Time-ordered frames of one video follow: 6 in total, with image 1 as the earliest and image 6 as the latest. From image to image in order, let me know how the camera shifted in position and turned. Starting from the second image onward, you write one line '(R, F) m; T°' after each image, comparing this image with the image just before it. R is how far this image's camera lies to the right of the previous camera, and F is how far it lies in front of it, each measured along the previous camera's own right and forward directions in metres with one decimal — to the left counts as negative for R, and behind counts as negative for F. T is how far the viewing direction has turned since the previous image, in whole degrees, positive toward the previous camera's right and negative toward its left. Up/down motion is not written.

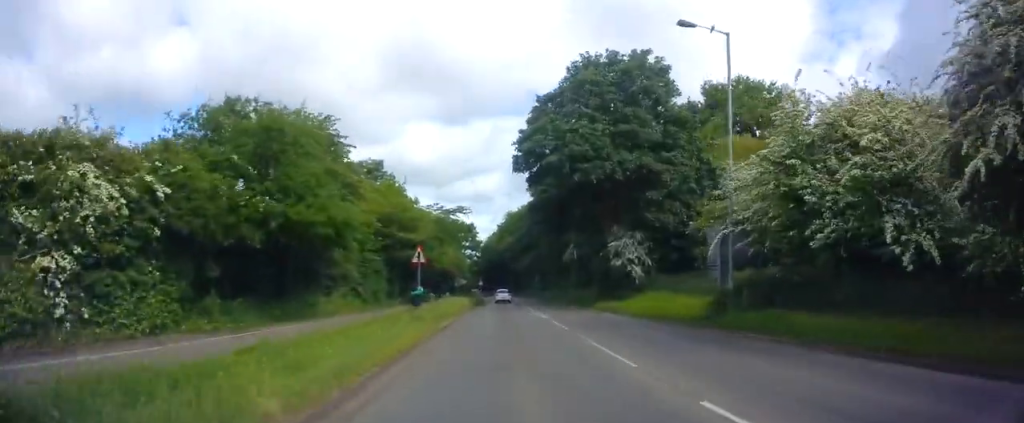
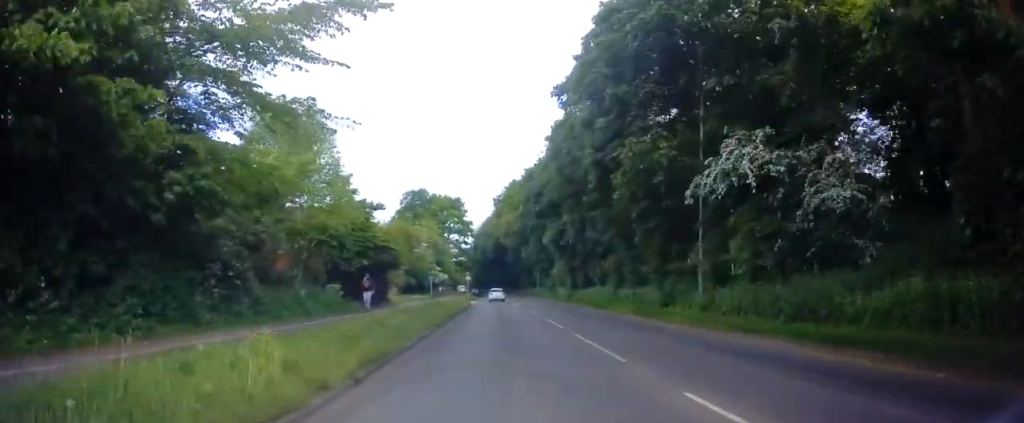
(+0.7, +36.4) m; +1°
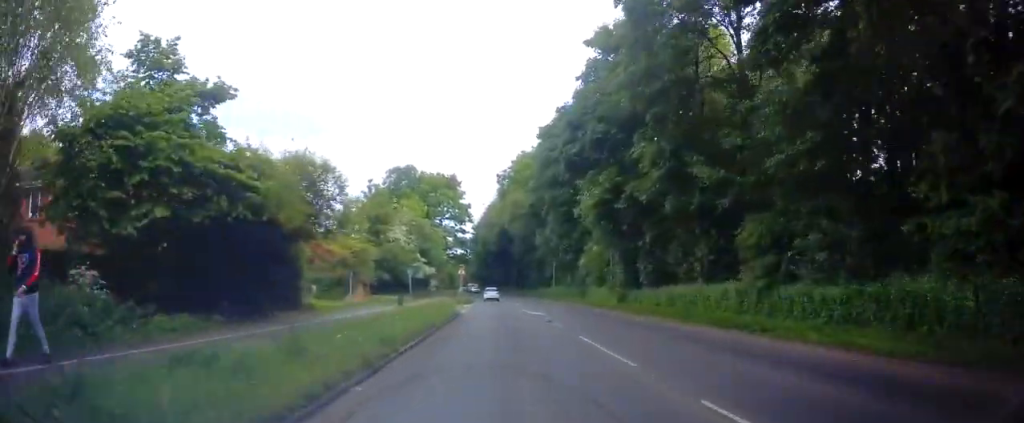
(-0.3, +19.0) m; -1°
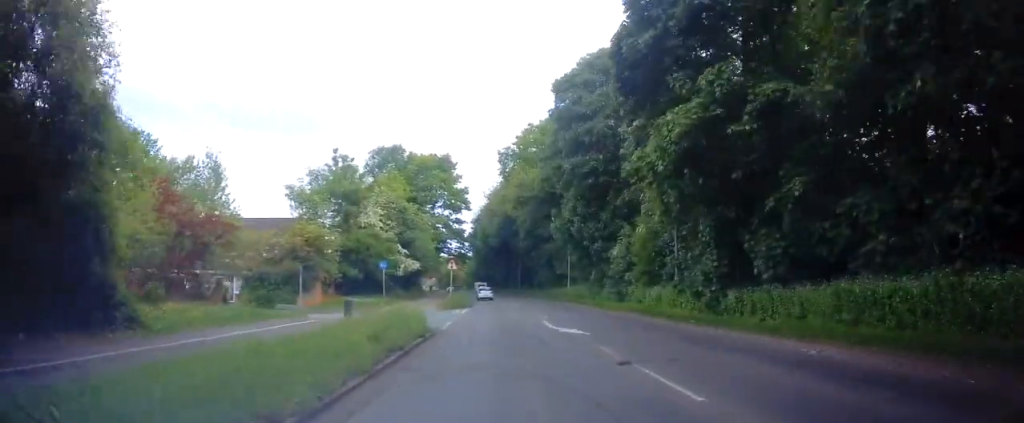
(-0.1, +12.3) m; -1°
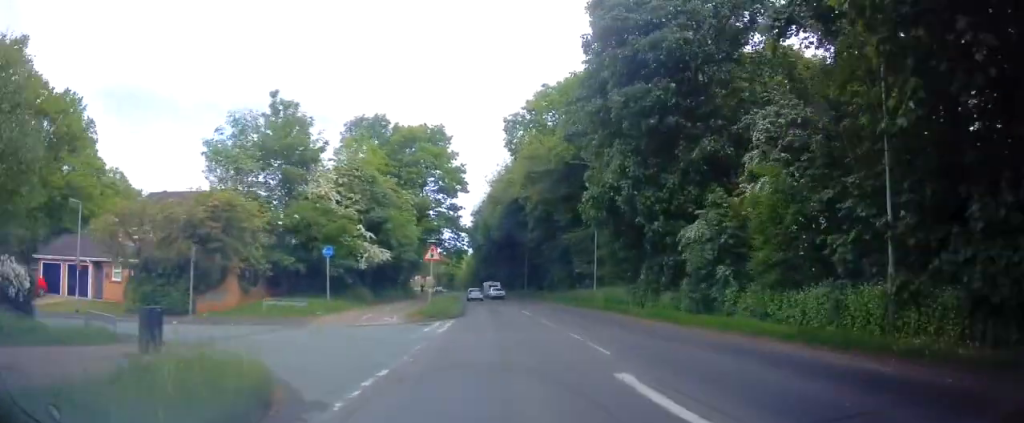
(-0.2, +13.1) m; 0°
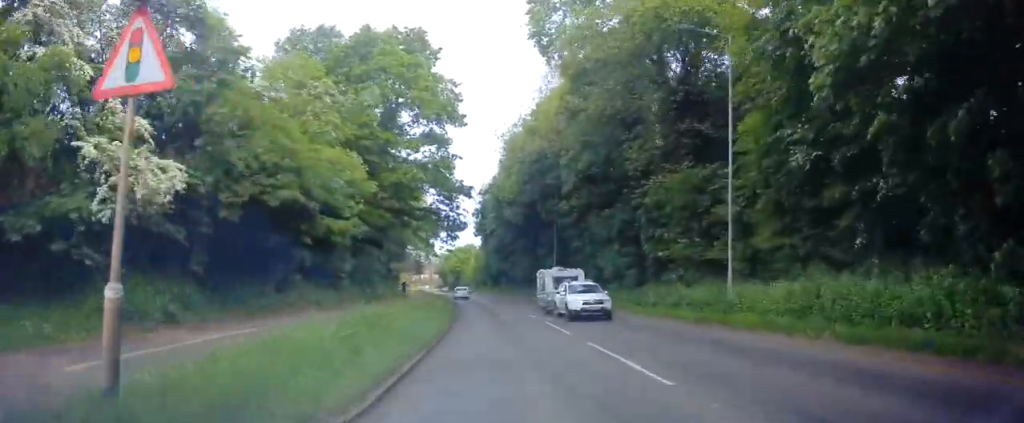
(+0.7, +22.1) m; +2°
